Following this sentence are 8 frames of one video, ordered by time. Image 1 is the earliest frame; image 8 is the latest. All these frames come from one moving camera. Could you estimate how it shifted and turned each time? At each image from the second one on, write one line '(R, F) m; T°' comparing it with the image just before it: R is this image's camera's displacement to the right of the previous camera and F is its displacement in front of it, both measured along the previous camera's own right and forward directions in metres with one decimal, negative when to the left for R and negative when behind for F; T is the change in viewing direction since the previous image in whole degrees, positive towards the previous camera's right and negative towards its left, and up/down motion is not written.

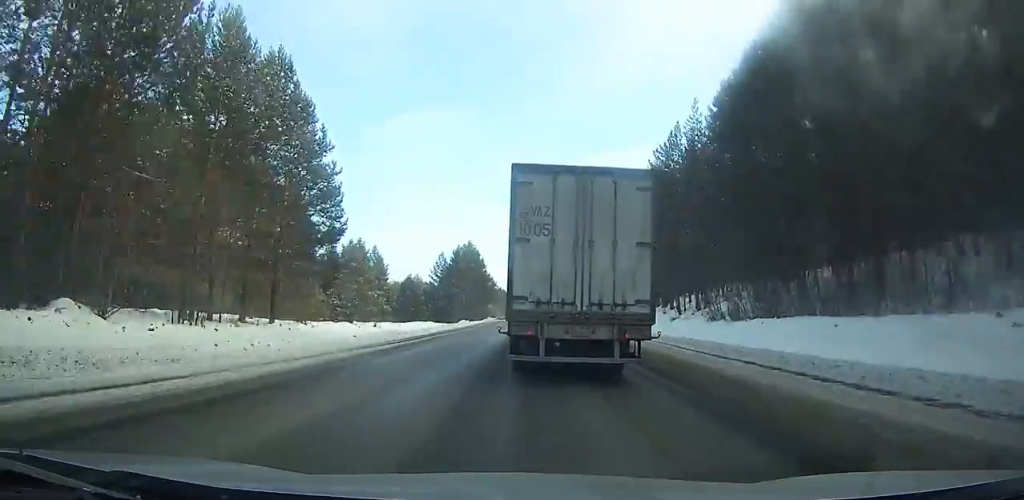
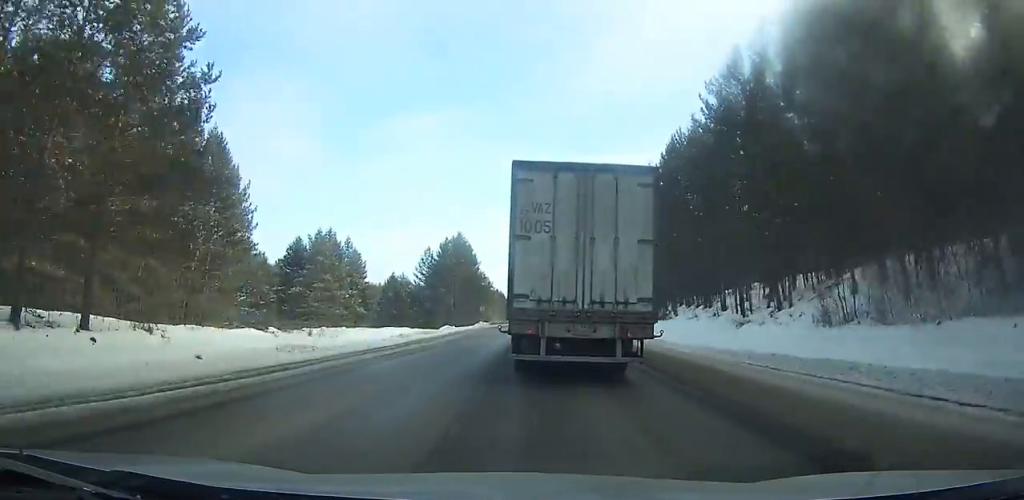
(0.0, +13.4) m; 0°
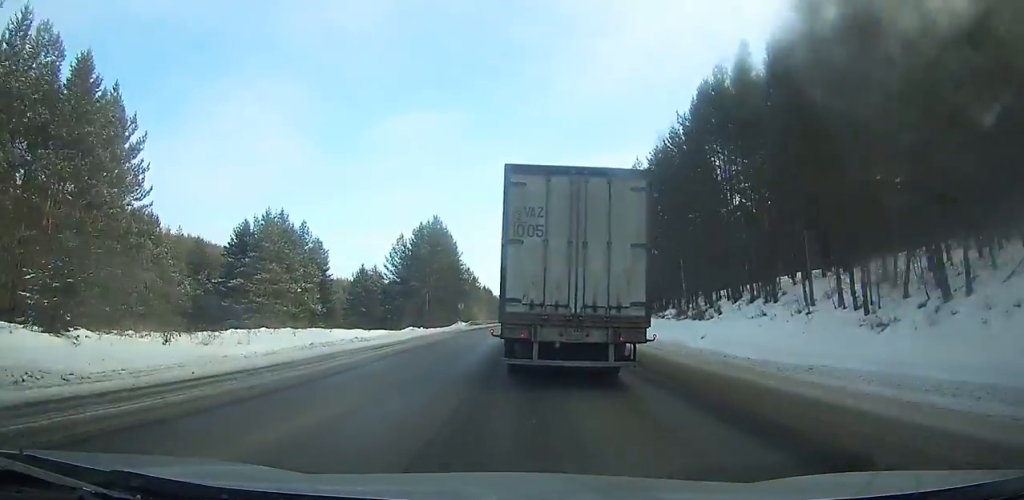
(0.0, +13.4) m; 0°
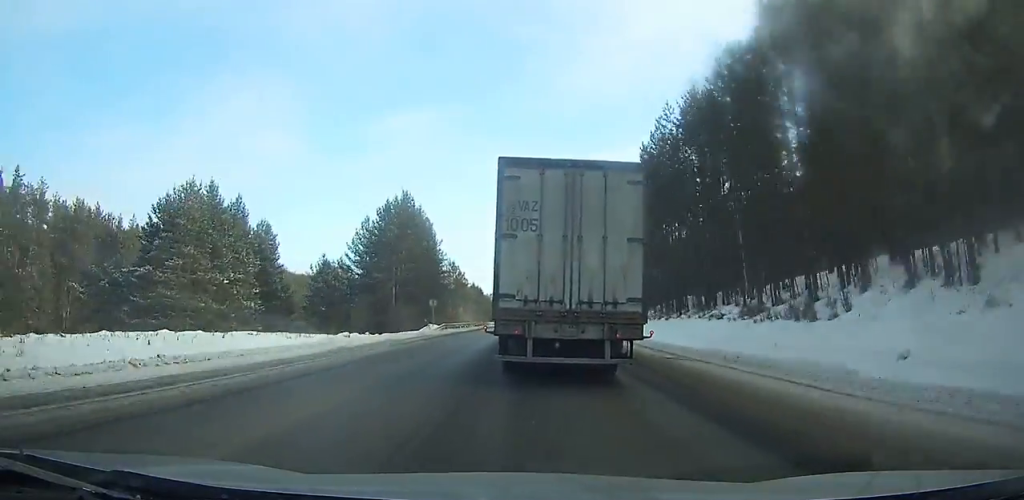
(+0.2, +13.7) m; 0°
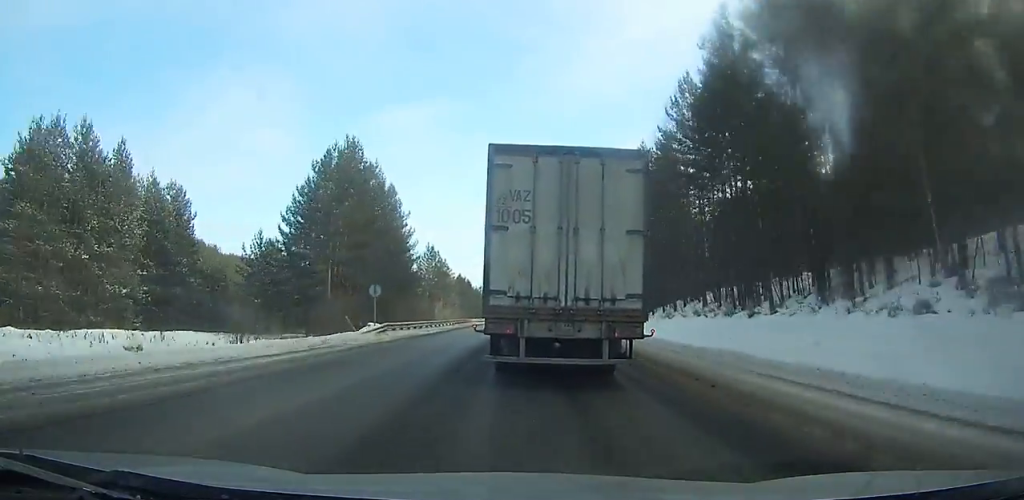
(+0.1, +16.6) m; 0°
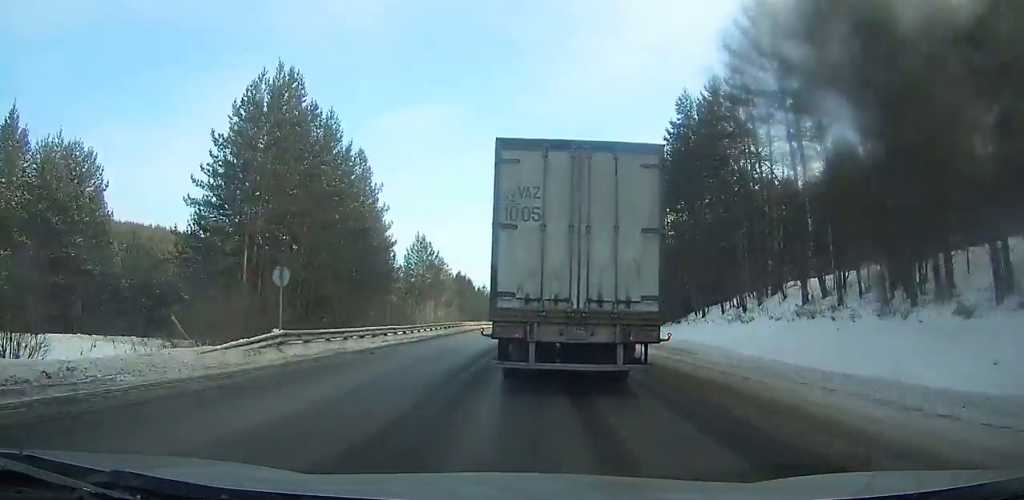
(-0.2, +12.9) m; 0°
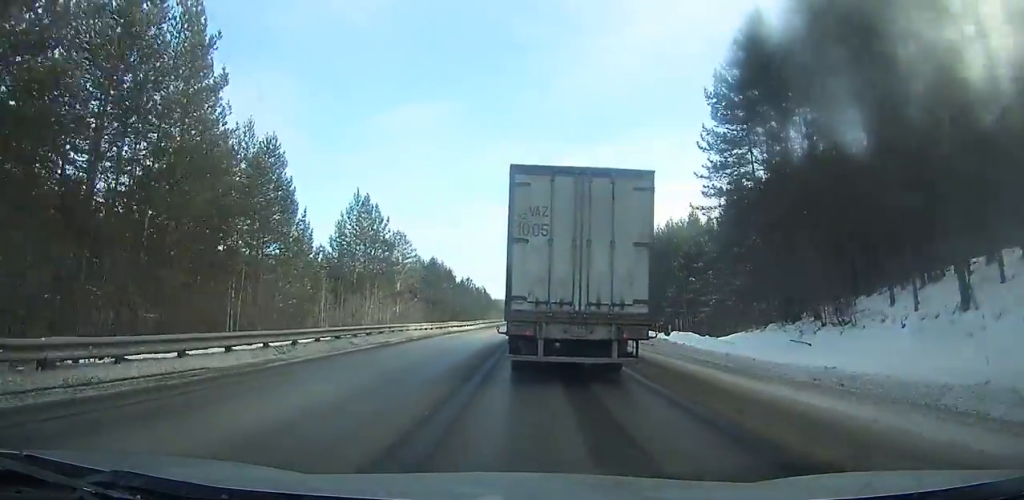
(0.0, +27.1) m; +1°
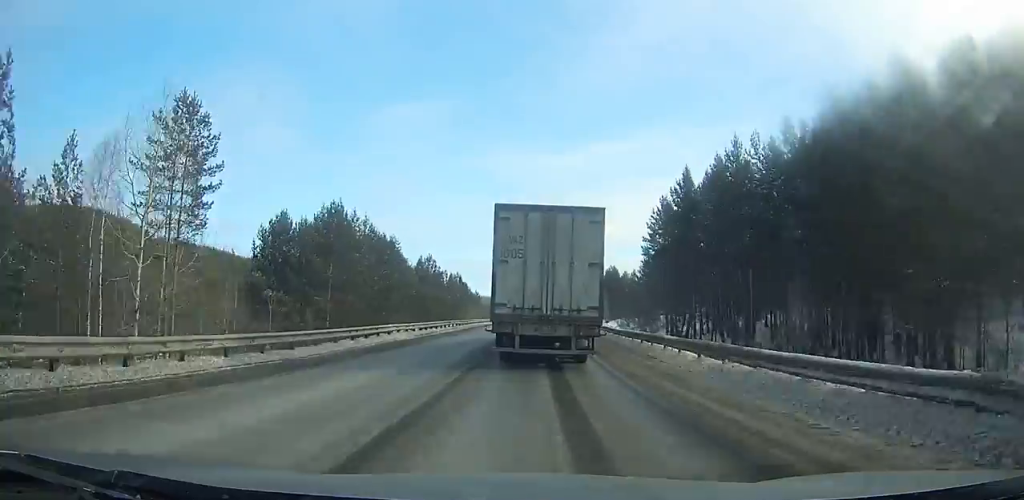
(+0.8, +45.8) m; +2°
